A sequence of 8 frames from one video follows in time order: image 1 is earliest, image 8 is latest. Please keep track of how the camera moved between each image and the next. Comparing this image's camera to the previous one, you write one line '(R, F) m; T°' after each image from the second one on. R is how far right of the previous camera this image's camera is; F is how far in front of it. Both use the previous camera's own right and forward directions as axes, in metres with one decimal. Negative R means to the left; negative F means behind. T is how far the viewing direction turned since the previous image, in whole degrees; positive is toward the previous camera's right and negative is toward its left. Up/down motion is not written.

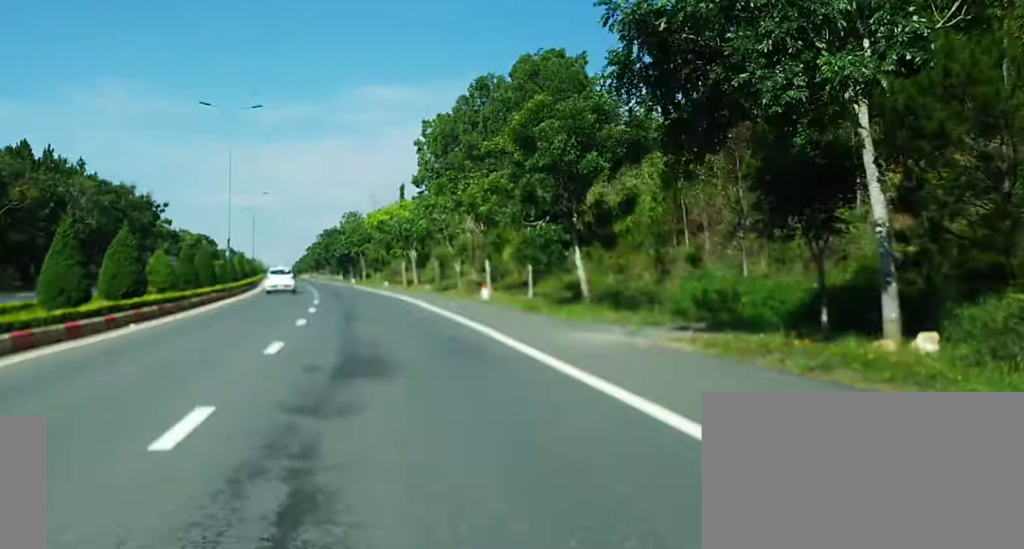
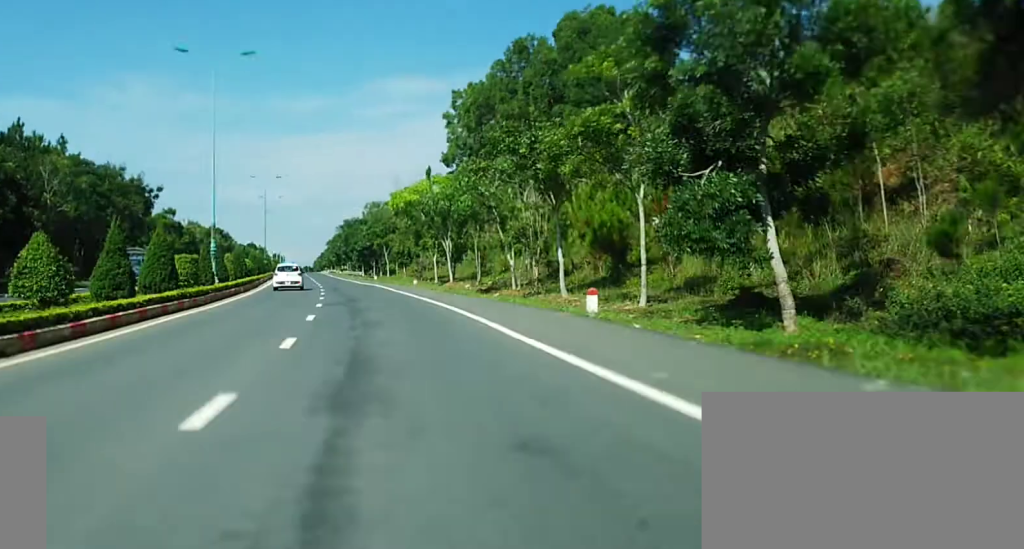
(0.0, +16.0) m; -1°
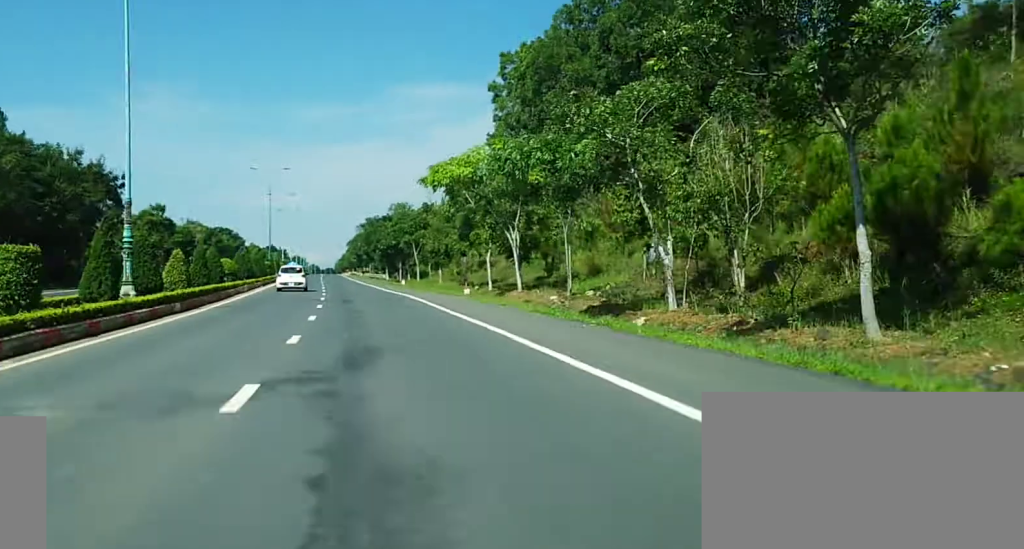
(-0.6, +22.2) m; -2°
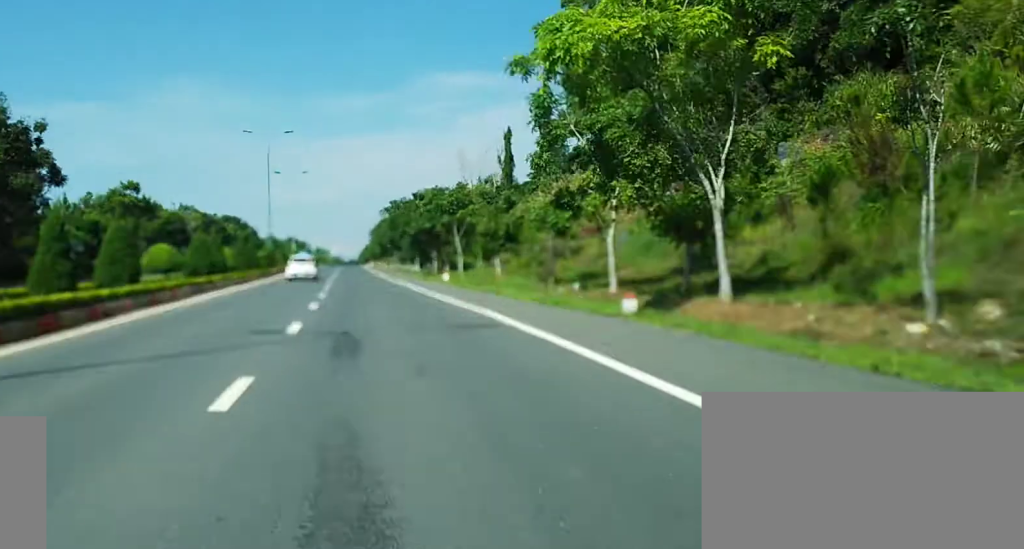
(-0.1, +25.1) m; -1°
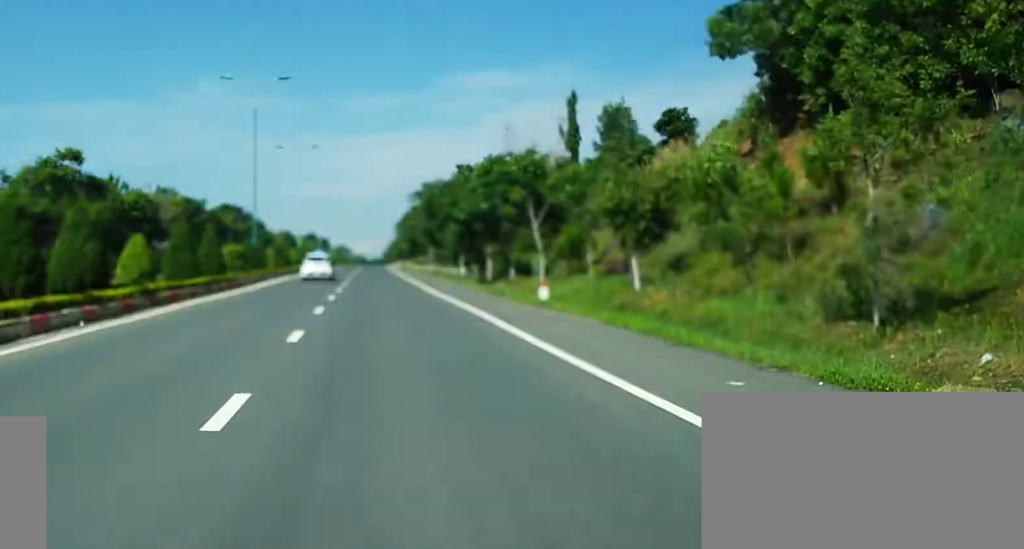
(-0.5, +24.8) m; -2°
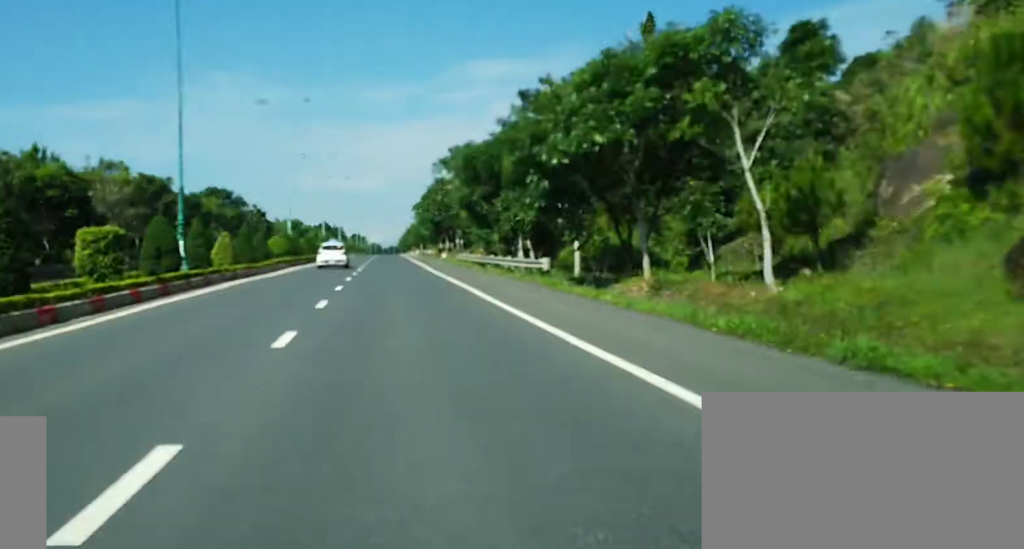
(-0.1, +27.5) m; 0°
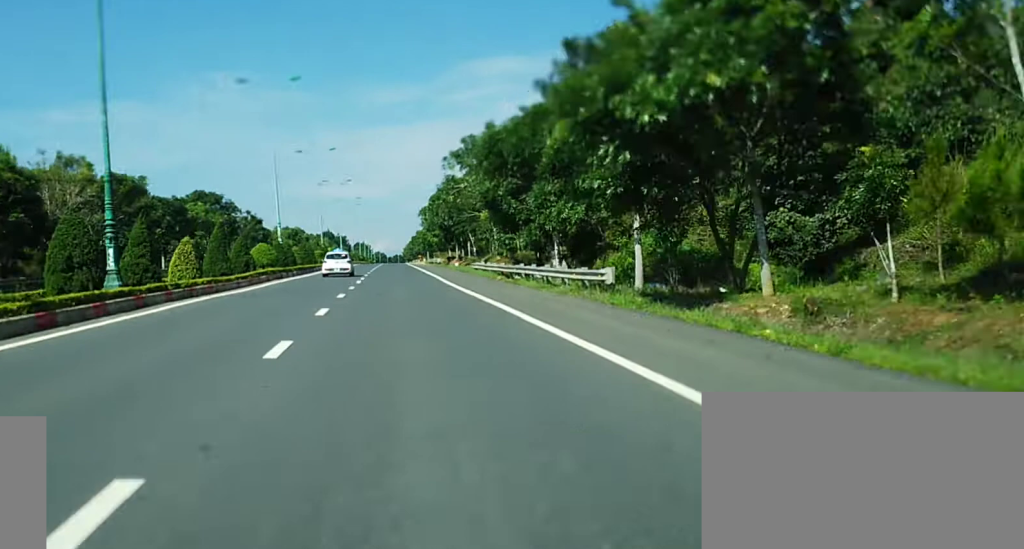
(+0.2, +9.1) m; 0°
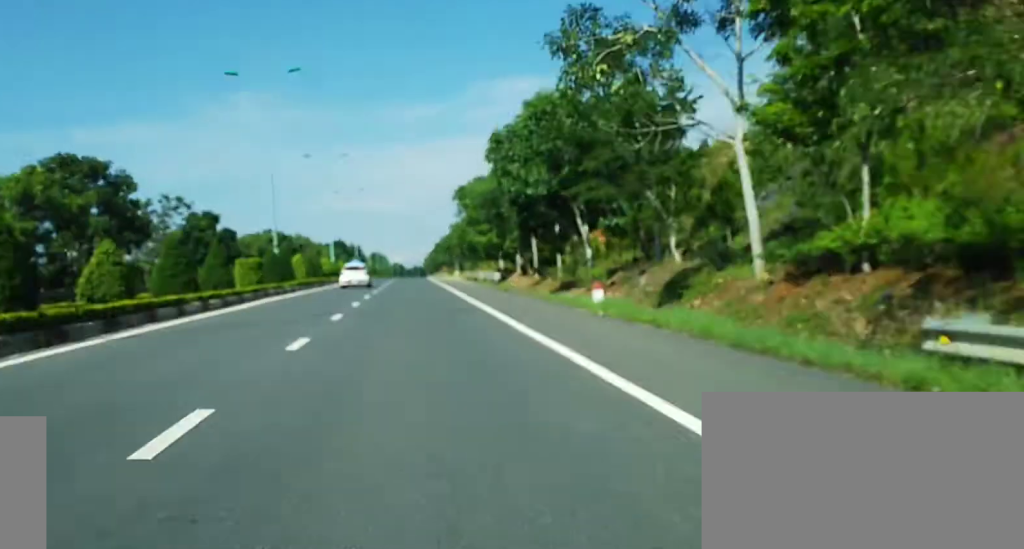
(-0.3, +50.9) m; 0°
